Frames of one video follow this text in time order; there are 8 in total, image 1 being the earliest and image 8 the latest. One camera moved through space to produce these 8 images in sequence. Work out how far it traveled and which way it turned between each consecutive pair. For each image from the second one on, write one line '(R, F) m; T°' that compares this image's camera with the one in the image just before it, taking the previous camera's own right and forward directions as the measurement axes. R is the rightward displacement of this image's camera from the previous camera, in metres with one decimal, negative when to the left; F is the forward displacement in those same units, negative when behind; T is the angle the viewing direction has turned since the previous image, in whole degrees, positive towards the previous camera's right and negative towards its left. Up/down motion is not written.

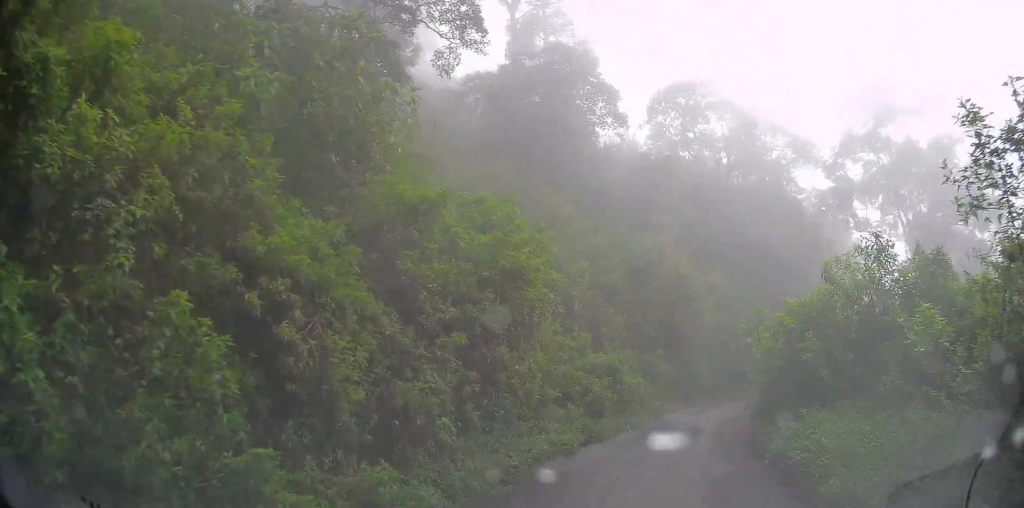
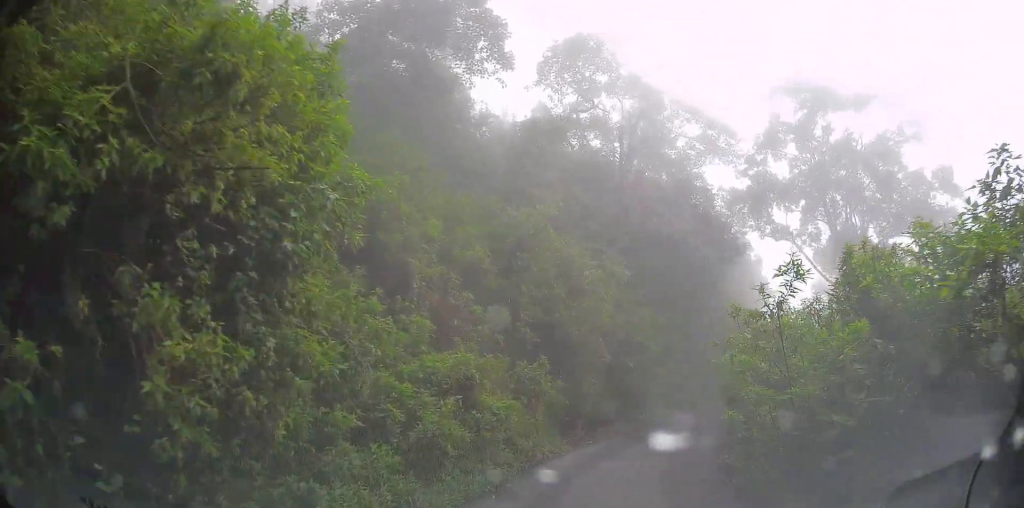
(+1.0, +5.4) m; +15°
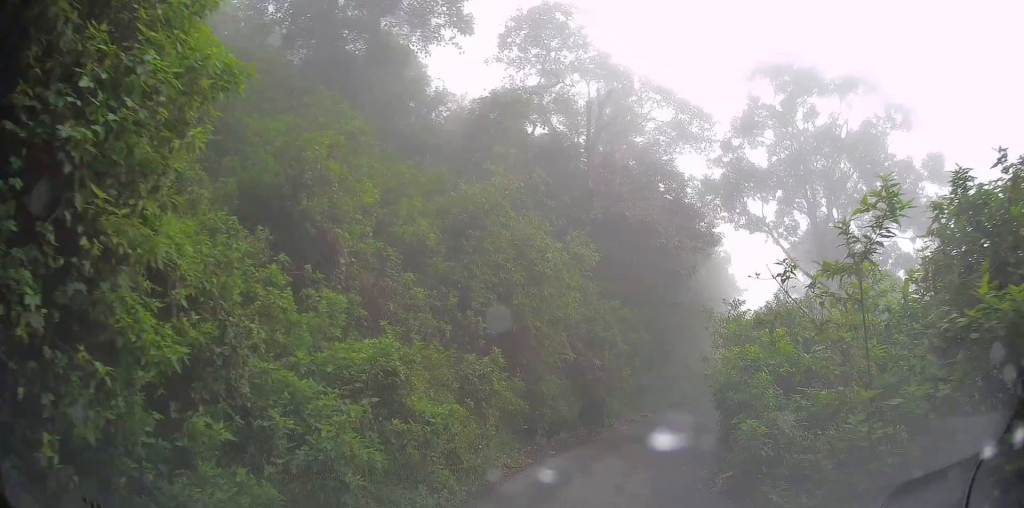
(0.0, +1.8) m; +1°
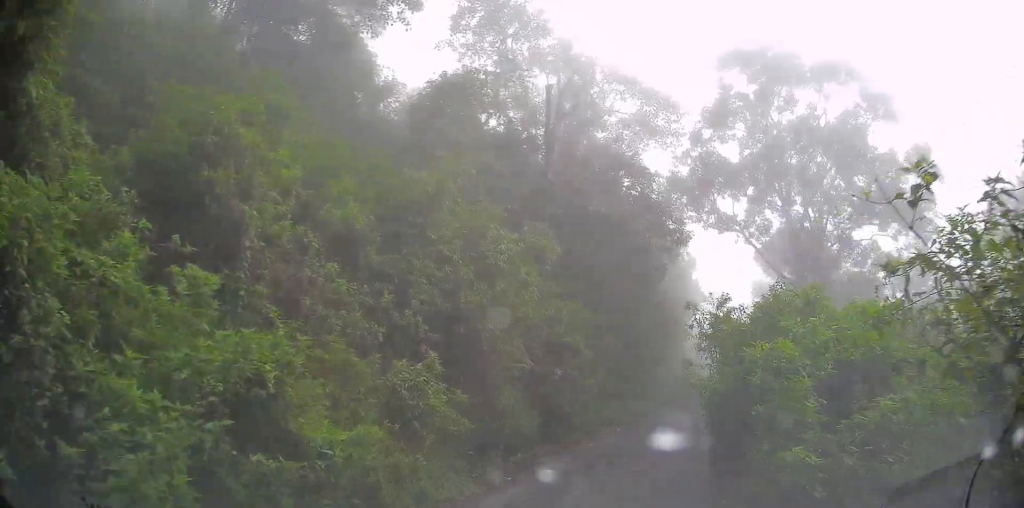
(0.0, +1.6) m; +1°
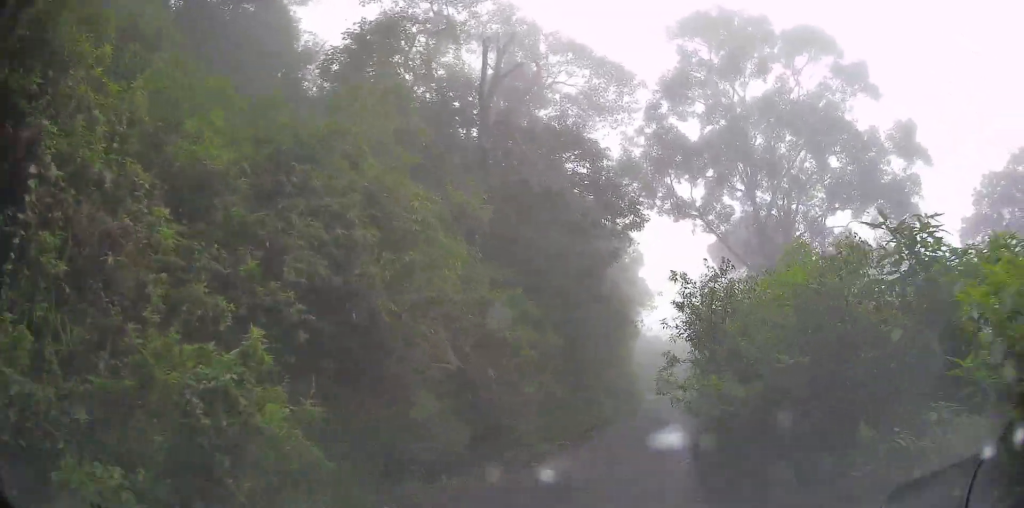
(0.0, +2.6) m; +2°
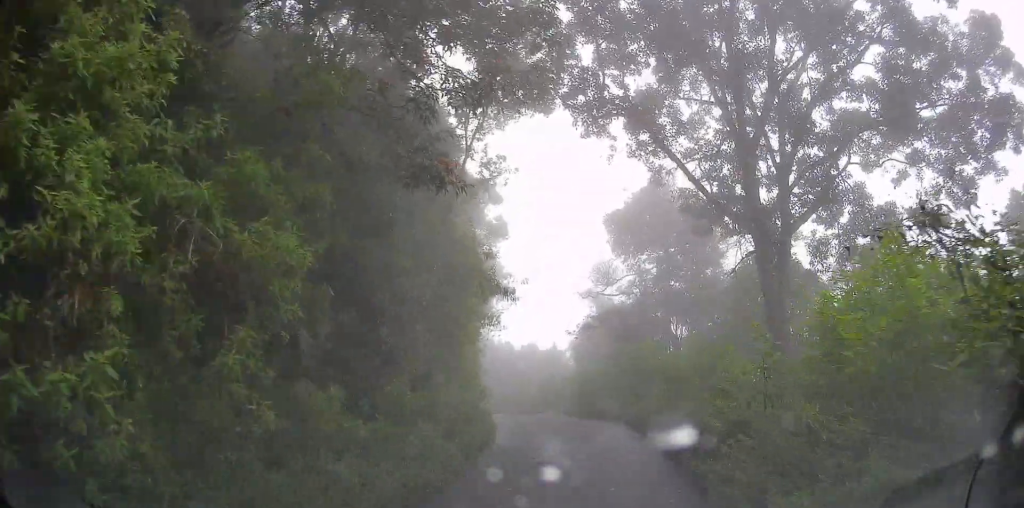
(+1.4, +9.7) m; +16°
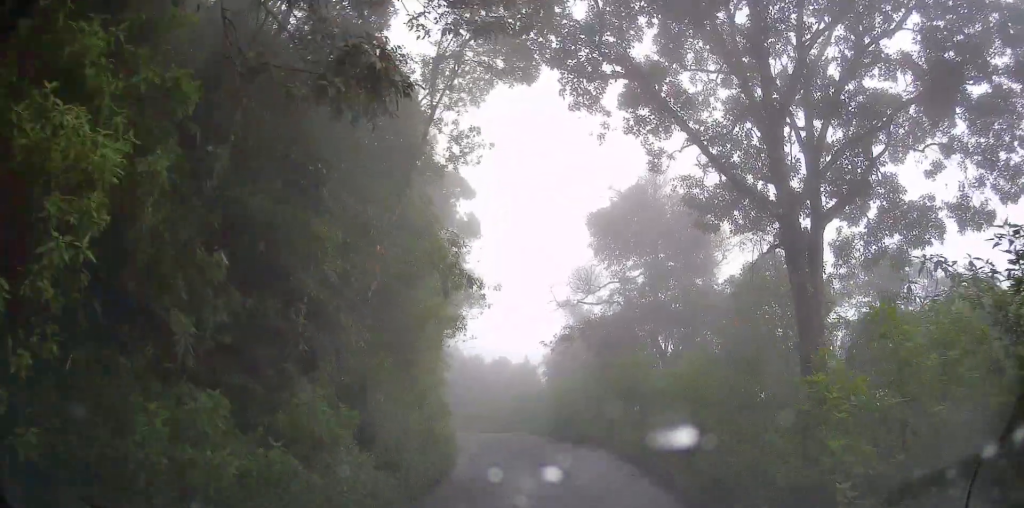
(+0.1, +2.6) m; +3°
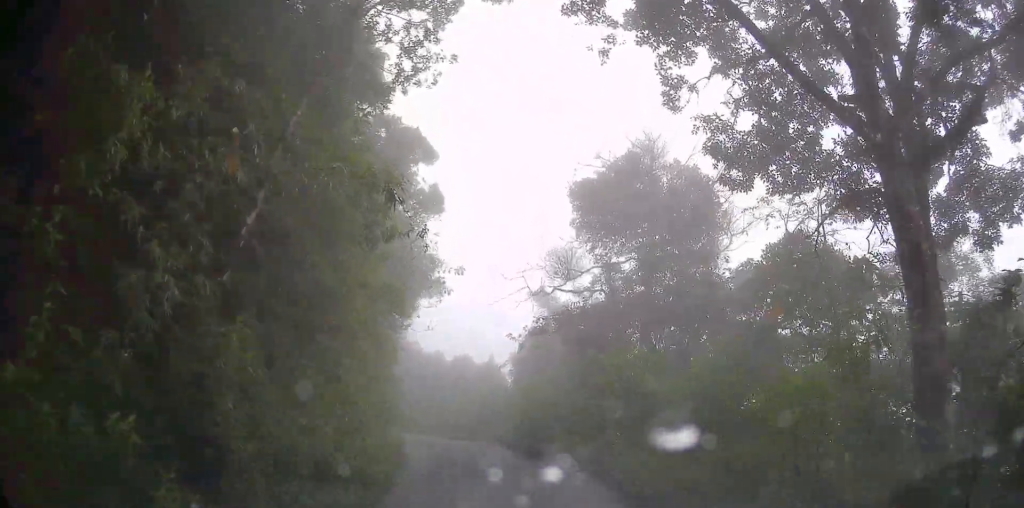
(-0.1, +3.9) m; +3°
